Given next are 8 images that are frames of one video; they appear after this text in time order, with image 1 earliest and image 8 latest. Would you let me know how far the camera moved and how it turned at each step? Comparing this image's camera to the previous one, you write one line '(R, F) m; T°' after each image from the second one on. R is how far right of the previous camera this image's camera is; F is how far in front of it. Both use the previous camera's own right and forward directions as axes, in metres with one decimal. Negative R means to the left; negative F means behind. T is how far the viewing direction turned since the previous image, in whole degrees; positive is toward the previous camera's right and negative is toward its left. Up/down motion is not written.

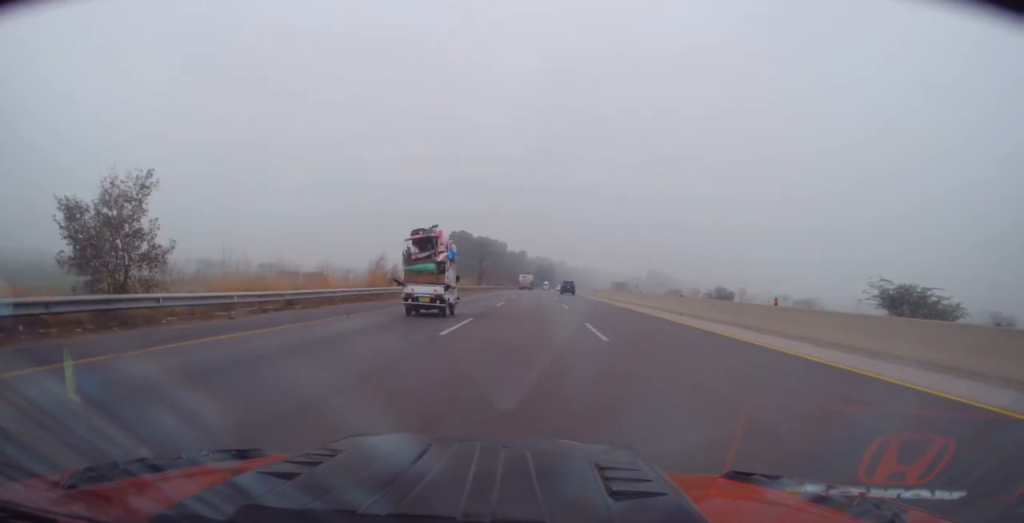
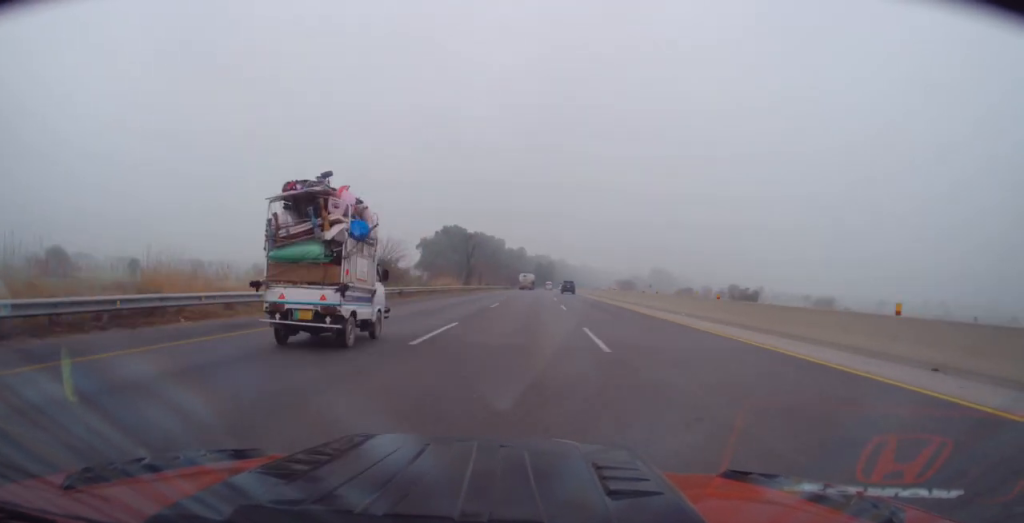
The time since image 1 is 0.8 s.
(0.0, +20.5) m; 0°
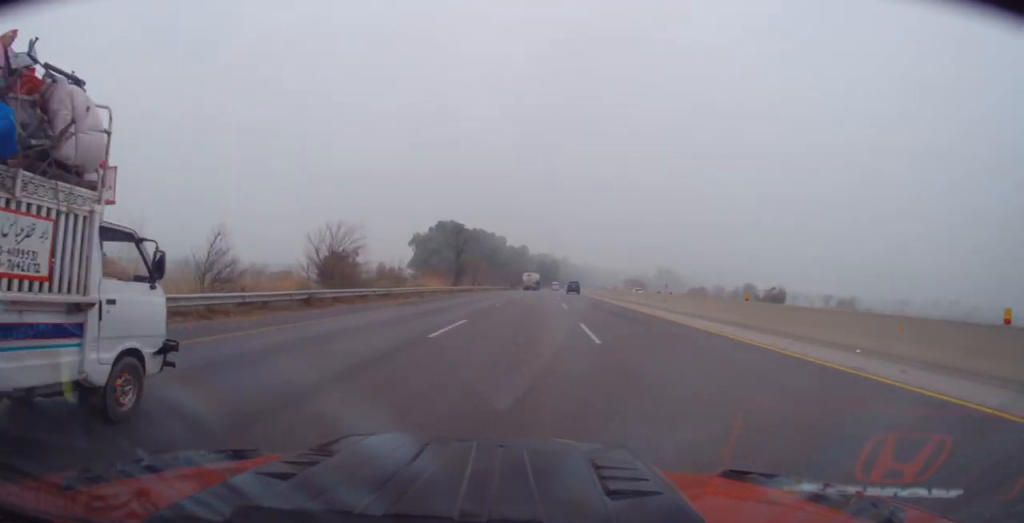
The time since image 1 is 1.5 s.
(0.0, +16.5) m; 0°
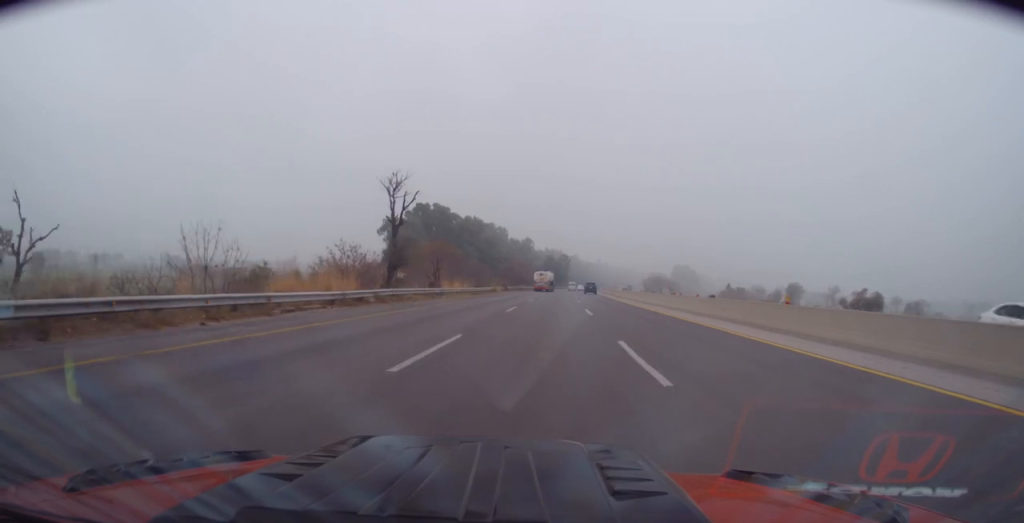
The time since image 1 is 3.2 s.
(+0.3, +41.4) m; +1°
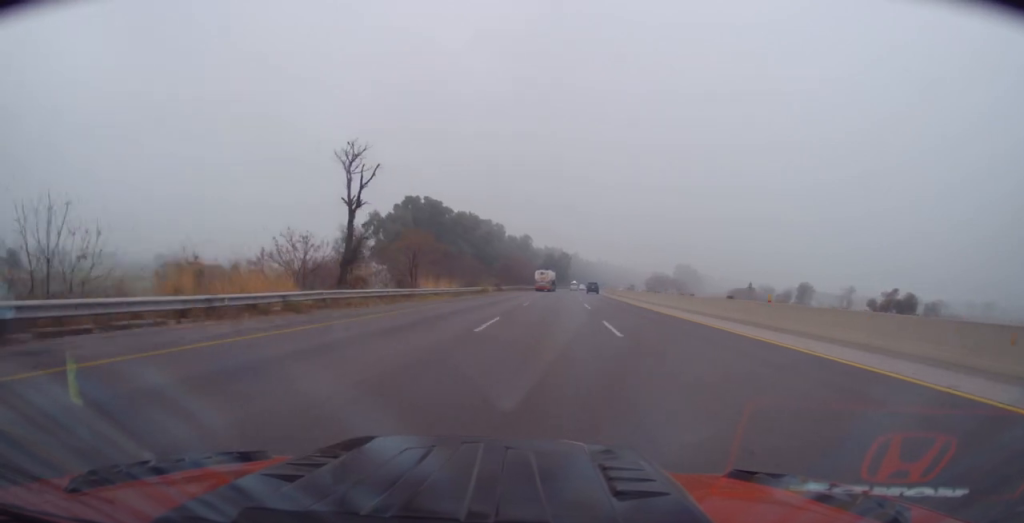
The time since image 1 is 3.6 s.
(+0.2, +10.8) m; 0°
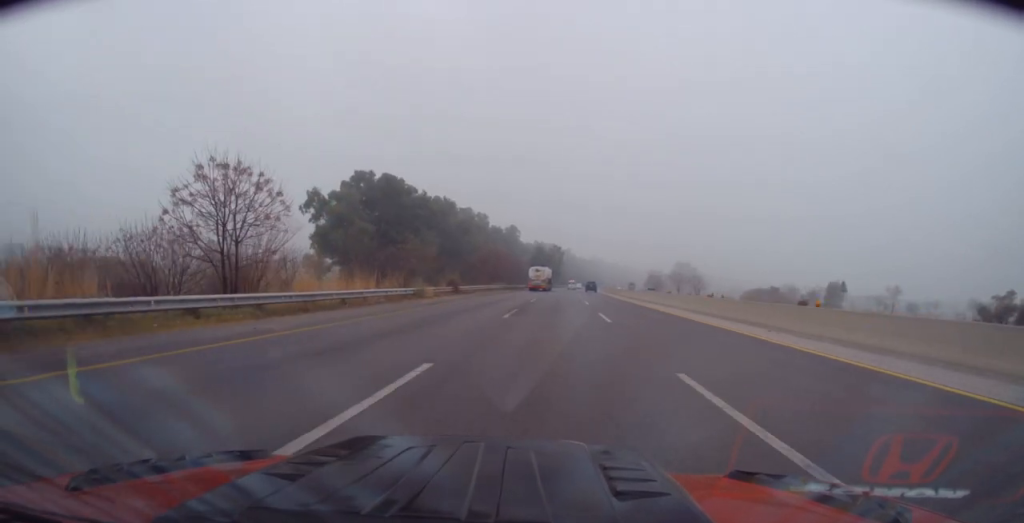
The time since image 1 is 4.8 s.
(-0.2, +30.0) m; -1°
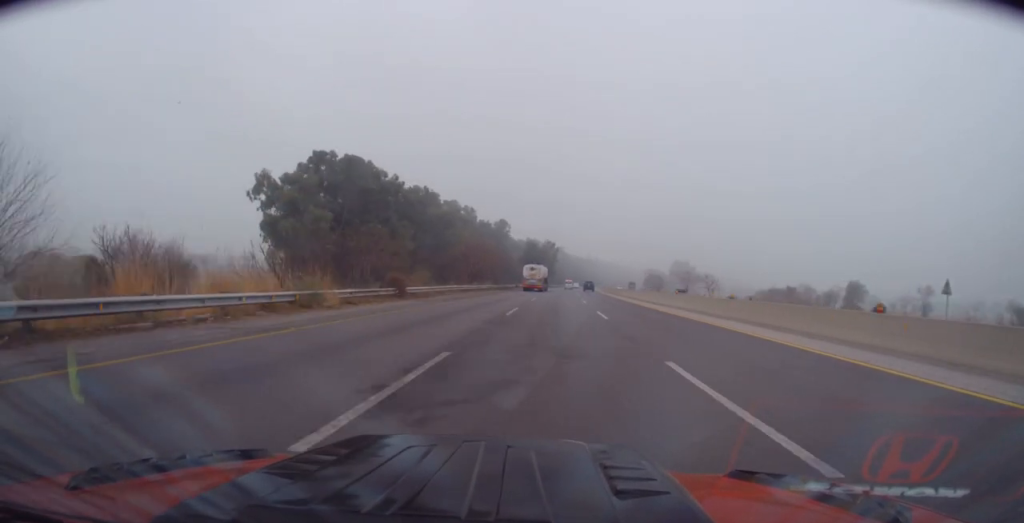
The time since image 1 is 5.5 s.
(-0.1, +16.8) m; +1°
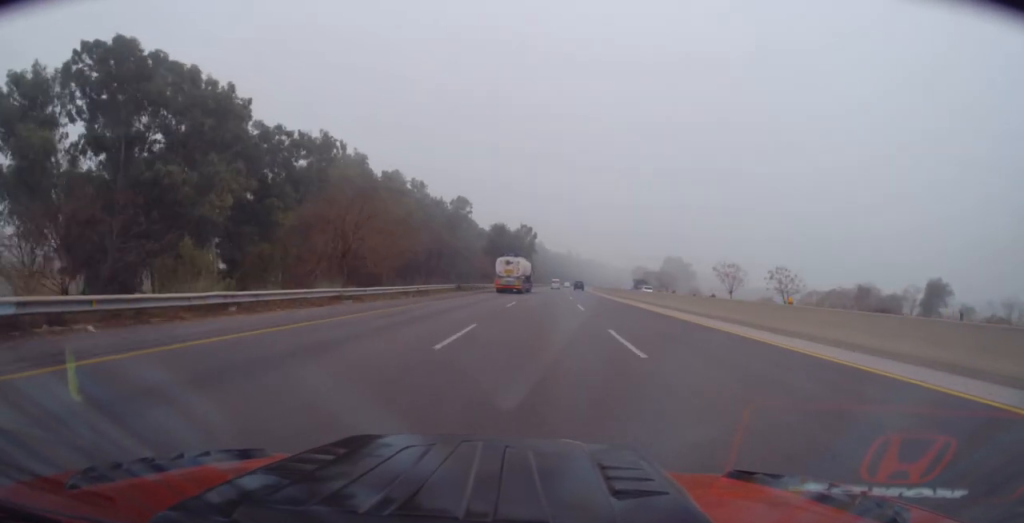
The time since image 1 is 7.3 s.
(+1.7, +47.4) m; +3°
